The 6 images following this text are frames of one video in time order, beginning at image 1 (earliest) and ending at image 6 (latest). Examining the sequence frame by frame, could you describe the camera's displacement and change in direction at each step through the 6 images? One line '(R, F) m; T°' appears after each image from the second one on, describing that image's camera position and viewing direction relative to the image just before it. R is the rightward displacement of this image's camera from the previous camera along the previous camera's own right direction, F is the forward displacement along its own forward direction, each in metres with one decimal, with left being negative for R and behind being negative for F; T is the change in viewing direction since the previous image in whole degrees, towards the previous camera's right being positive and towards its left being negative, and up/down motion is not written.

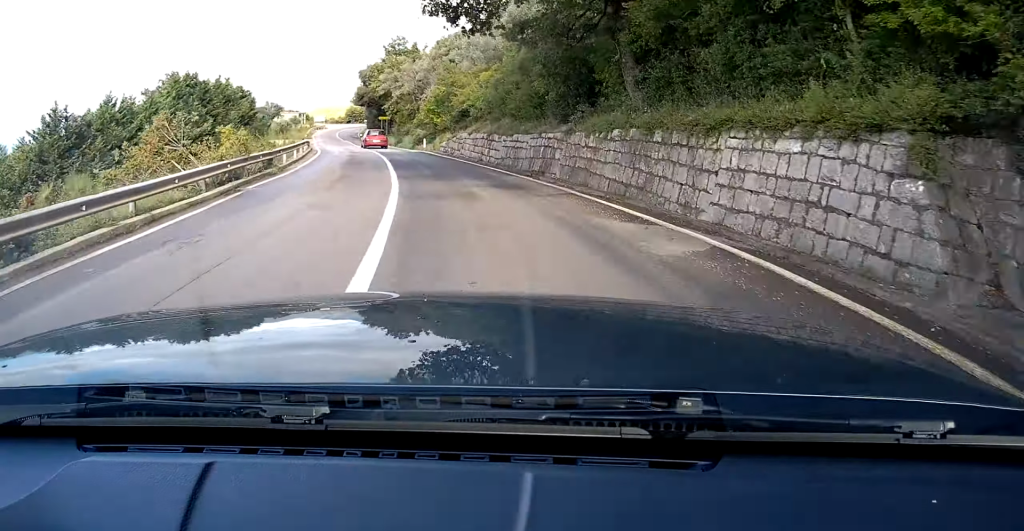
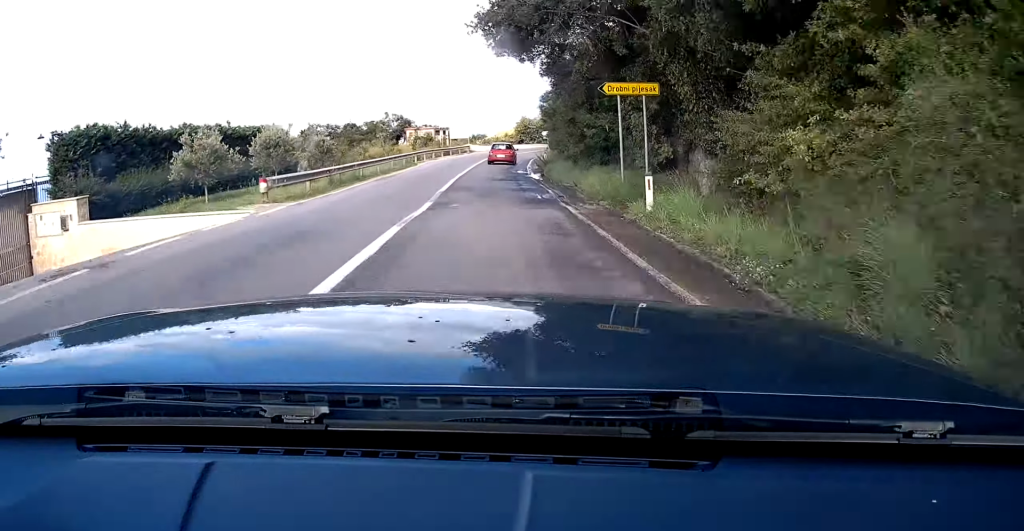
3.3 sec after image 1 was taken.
(-9.7, +61.8) m; -10°
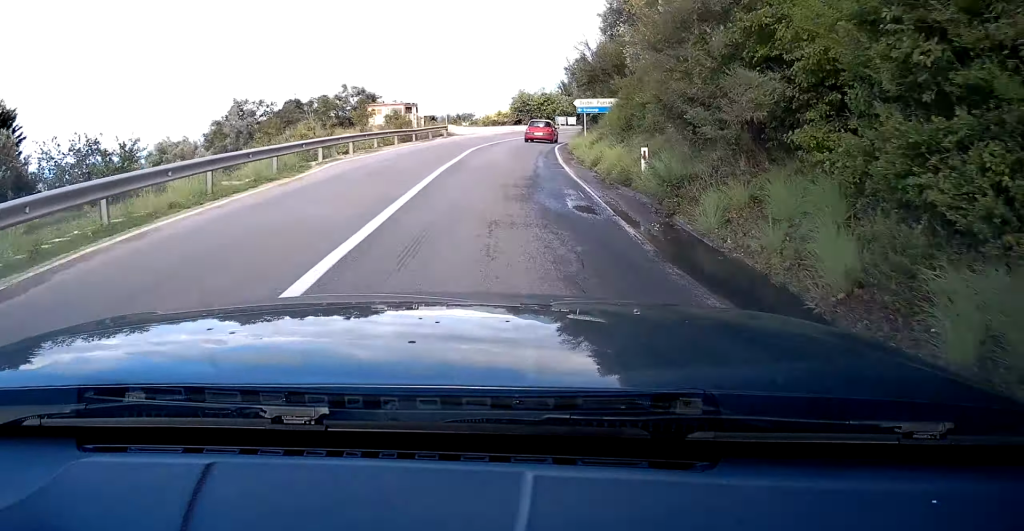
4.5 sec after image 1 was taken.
(-0.1, +23.4) m; +2°
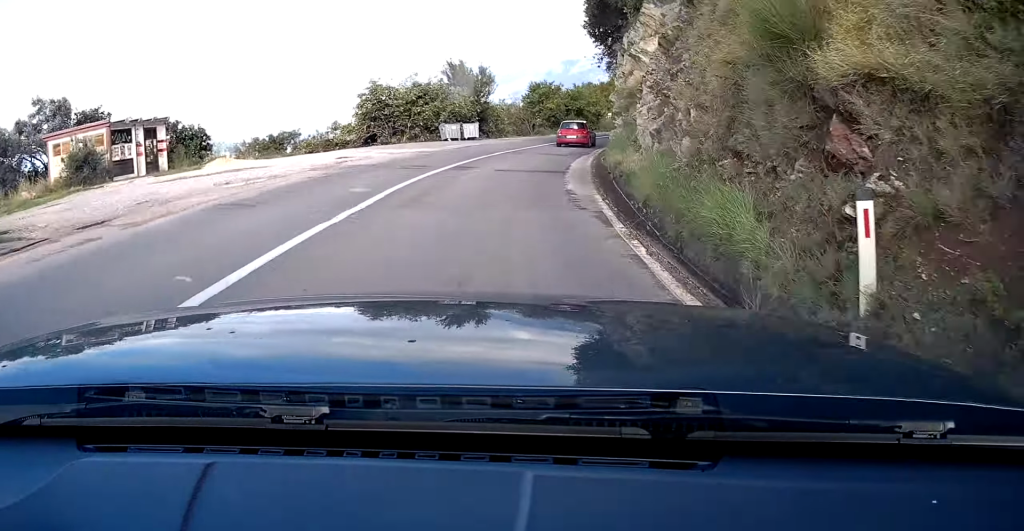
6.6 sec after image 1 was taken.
(+2.1, +40.4) m; +10°
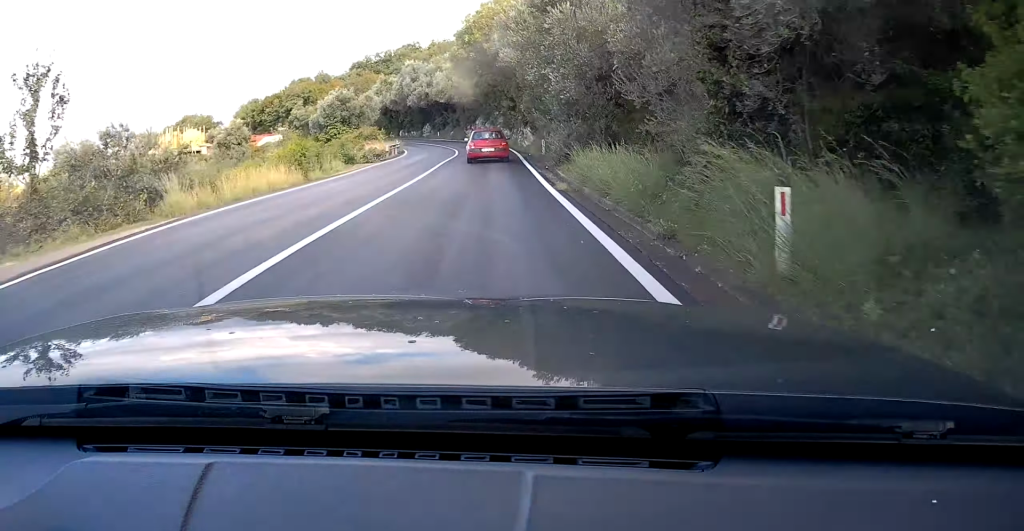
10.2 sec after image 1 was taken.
(+13.3, +62.9) m; +21°
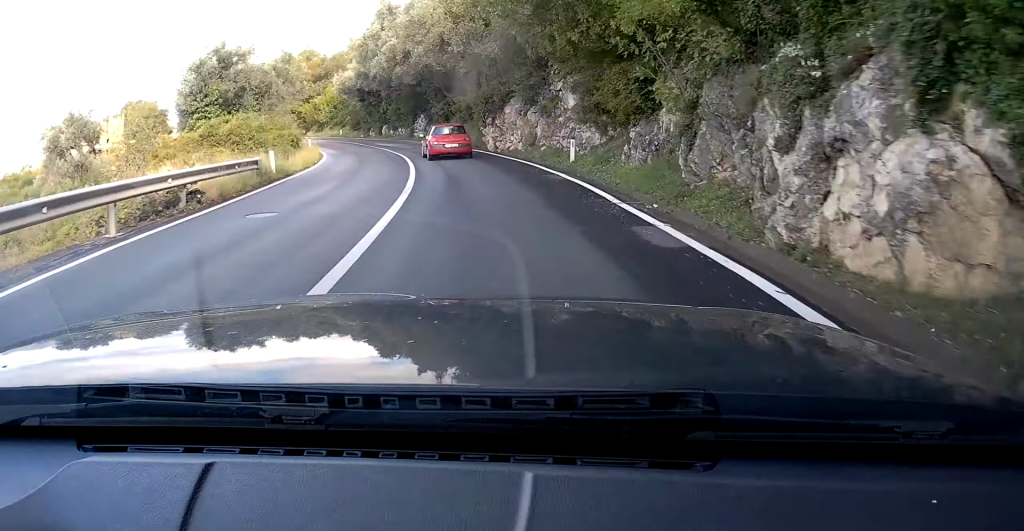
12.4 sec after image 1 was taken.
(+1.8, +38.5) m; -2°
